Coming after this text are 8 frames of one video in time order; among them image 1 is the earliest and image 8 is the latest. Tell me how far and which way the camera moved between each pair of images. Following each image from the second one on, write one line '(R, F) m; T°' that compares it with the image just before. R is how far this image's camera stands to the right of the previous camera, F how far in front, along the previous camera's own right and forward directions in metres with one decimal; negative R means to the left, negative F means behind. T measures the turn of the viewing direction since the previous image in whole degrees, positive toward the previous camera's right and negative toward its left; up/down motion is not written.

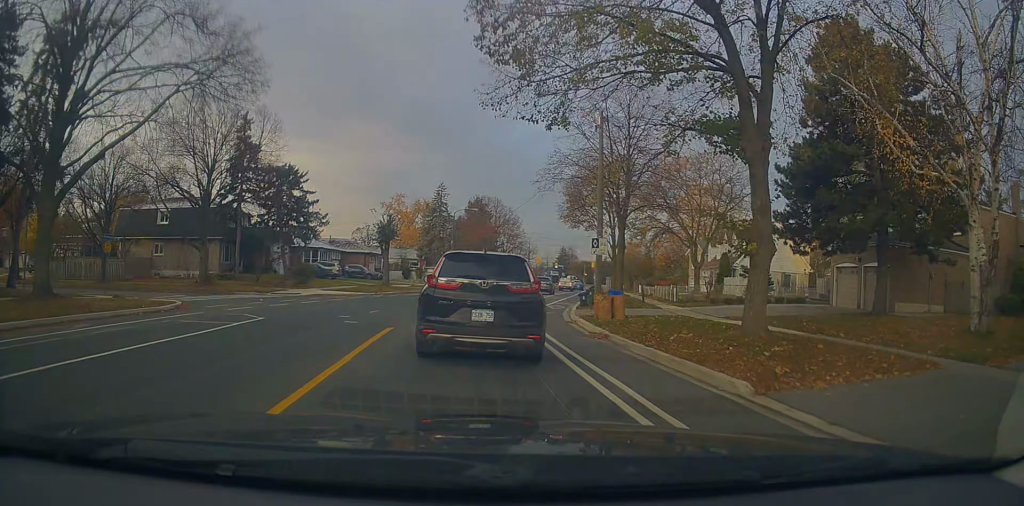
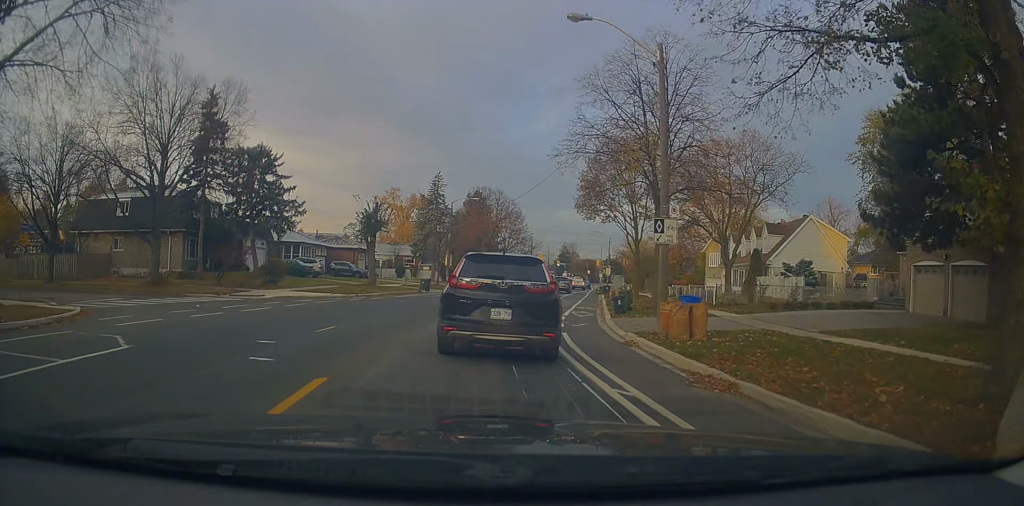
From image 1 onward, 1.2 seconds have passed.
(0.0, +6.2) m; -2°
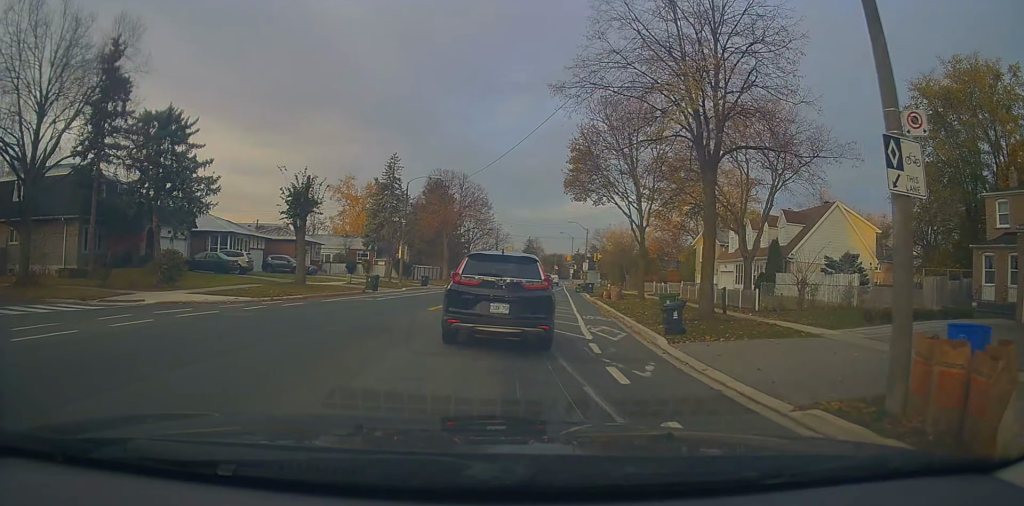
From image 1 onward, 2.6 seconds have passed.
(+0.2, +8.5) m; +6°
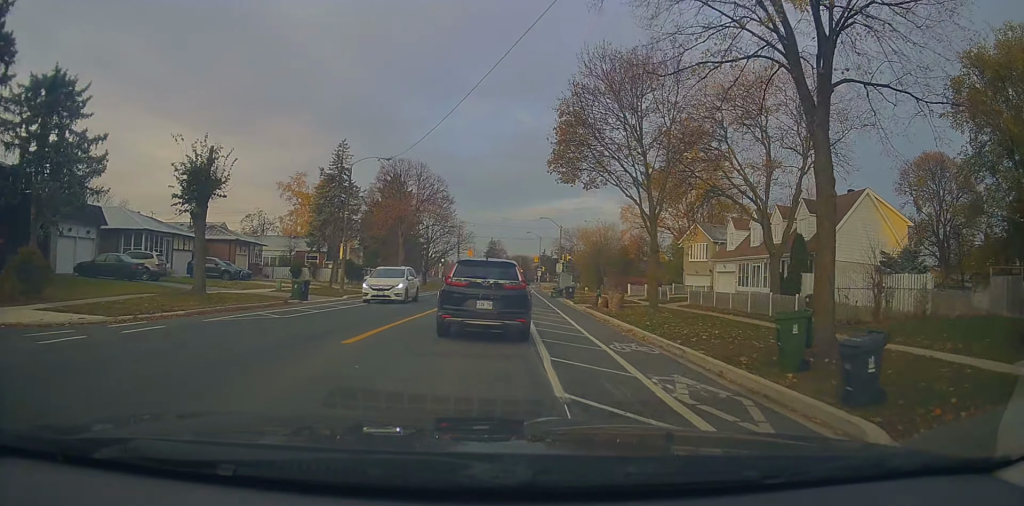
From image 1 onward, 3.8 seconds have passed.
(+0.2, +7.6) m; +1°
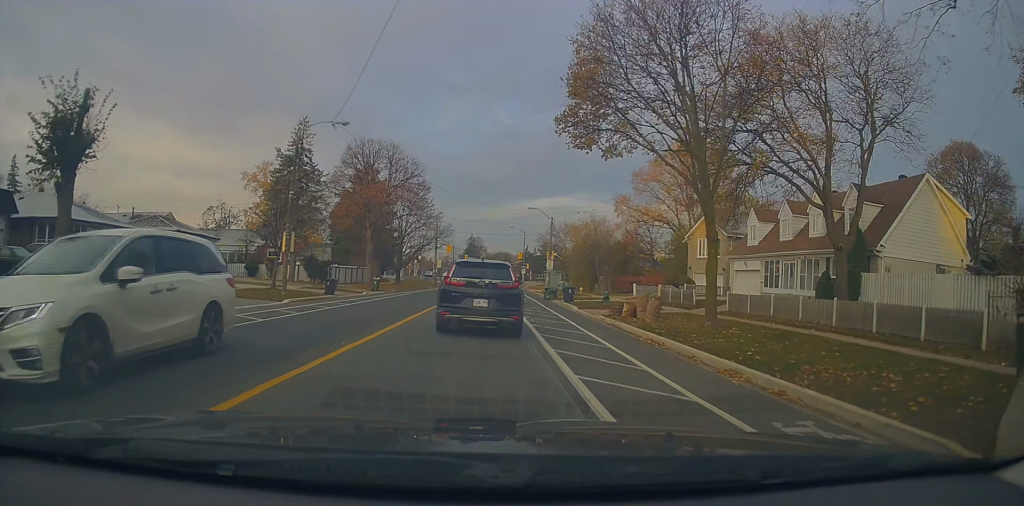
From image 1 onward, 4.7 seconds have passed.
(0.0, +6.5) m; +1°
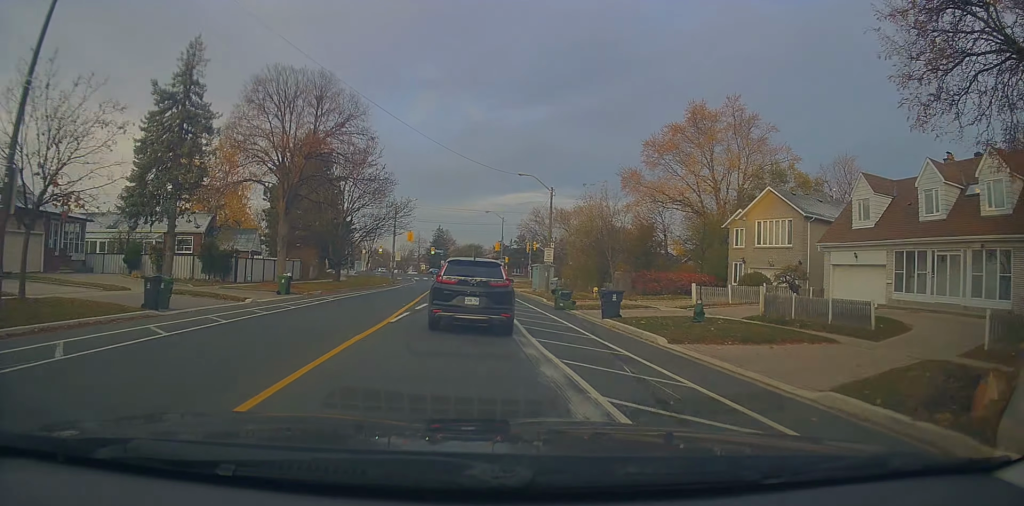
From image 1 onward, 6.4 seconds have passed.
(+0.4, +15.4) m; +4°
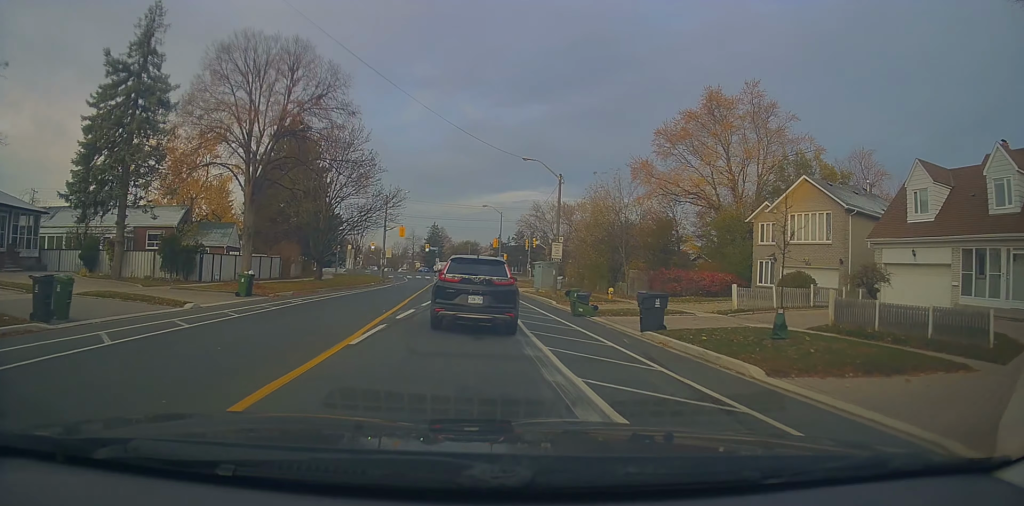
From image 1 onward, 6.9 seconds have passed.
(-0.1, +4.7) m; +2°
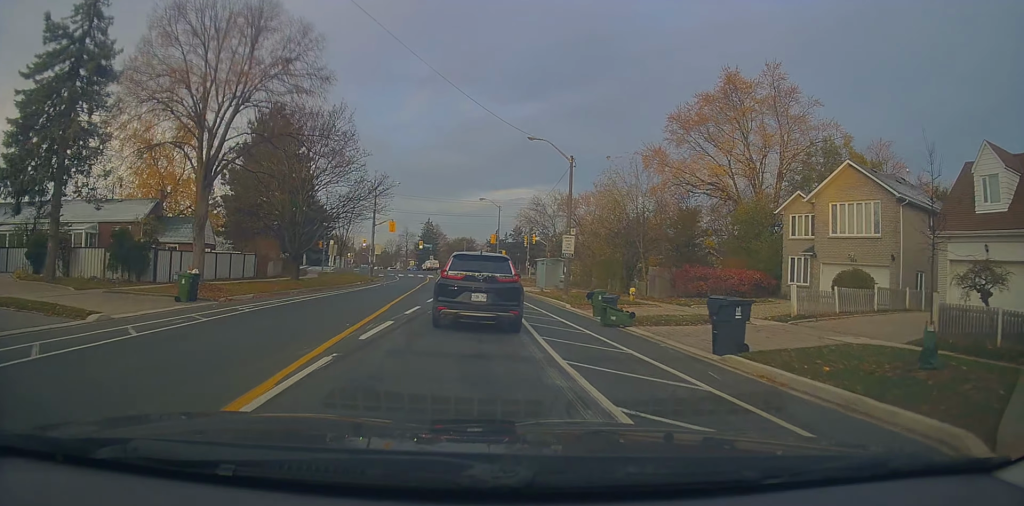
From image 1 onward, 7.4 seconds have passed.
(+0.2, +4.8) m; +1°
